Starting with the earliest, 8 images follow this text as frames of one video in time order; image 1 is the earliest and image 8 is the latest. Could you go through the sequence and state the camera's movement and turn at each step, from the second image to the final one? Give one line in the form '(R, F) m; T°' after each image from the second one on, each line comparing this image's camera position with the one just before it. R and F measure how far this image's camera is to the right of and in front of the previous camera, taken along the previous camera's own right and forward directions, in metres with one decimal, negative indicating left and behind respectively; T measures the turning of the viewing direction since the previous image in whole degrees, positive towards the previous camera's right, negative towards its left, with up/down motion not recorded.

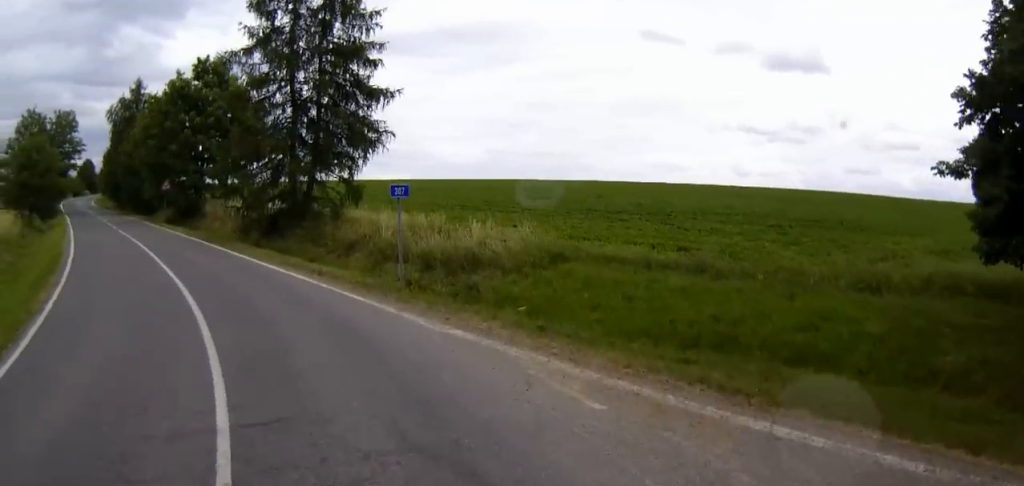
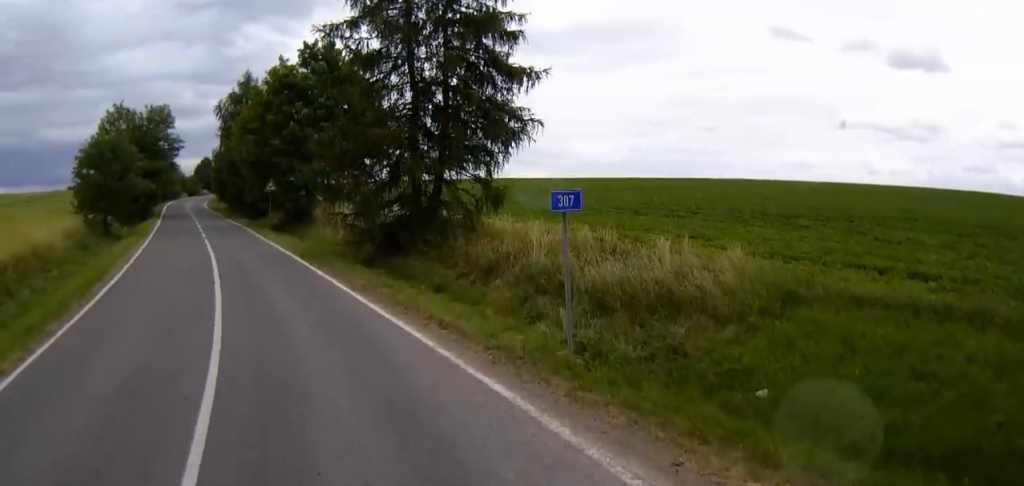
(-0.2, +5.8) m; -16°
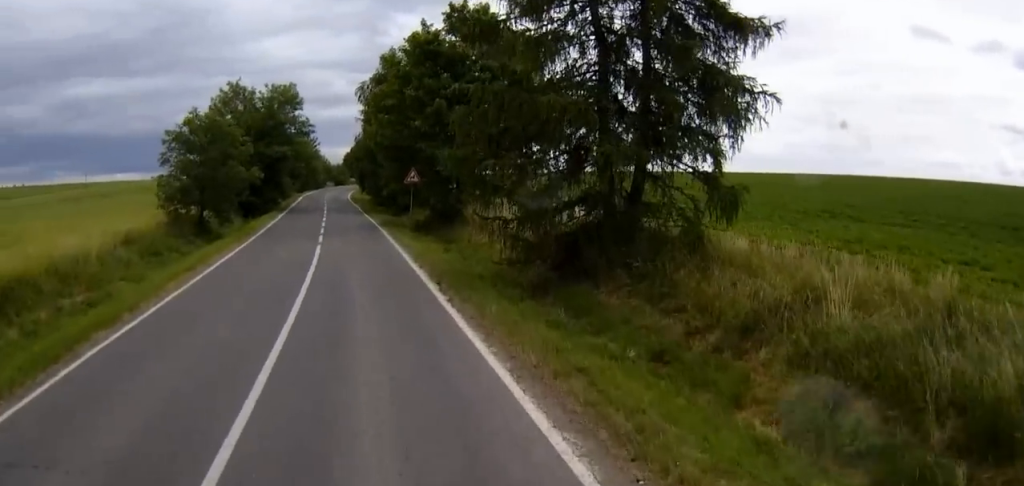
(-1.9, +6.6) m; -18°
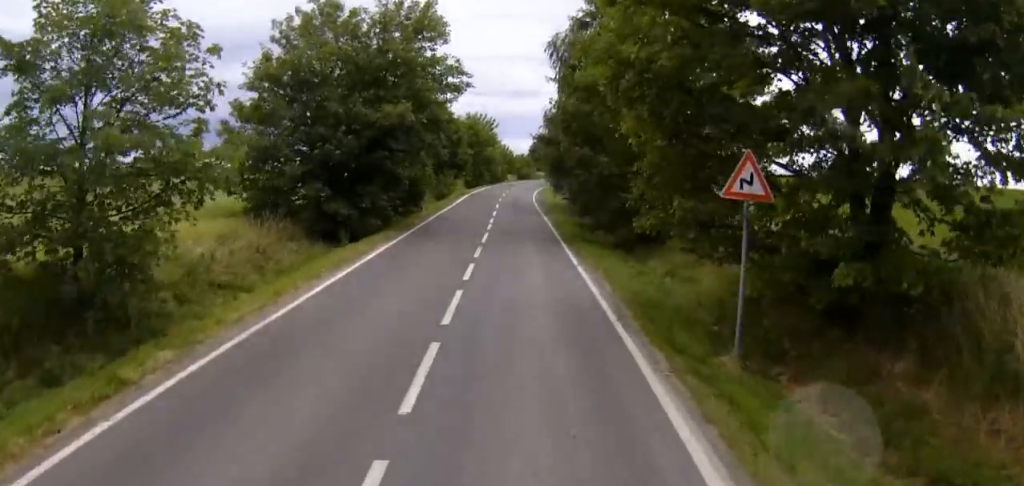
(-0.3, +23.0) m; 0°
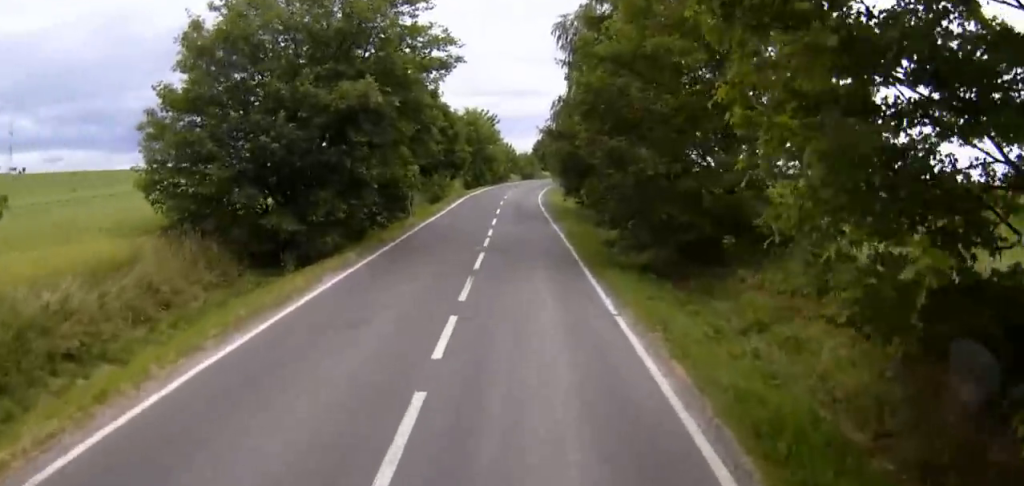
(-0.1, +6.4) m; -1°
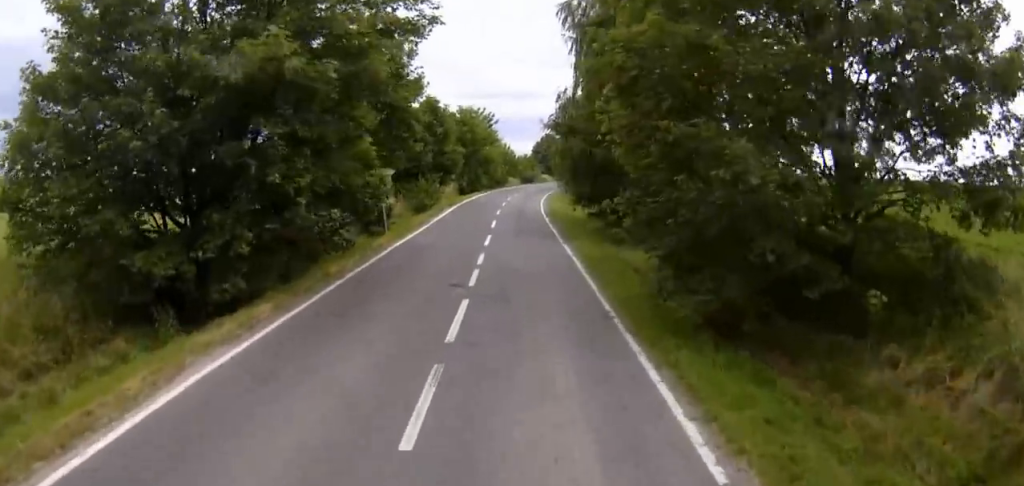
(-0.1, +6.8) m; -1°
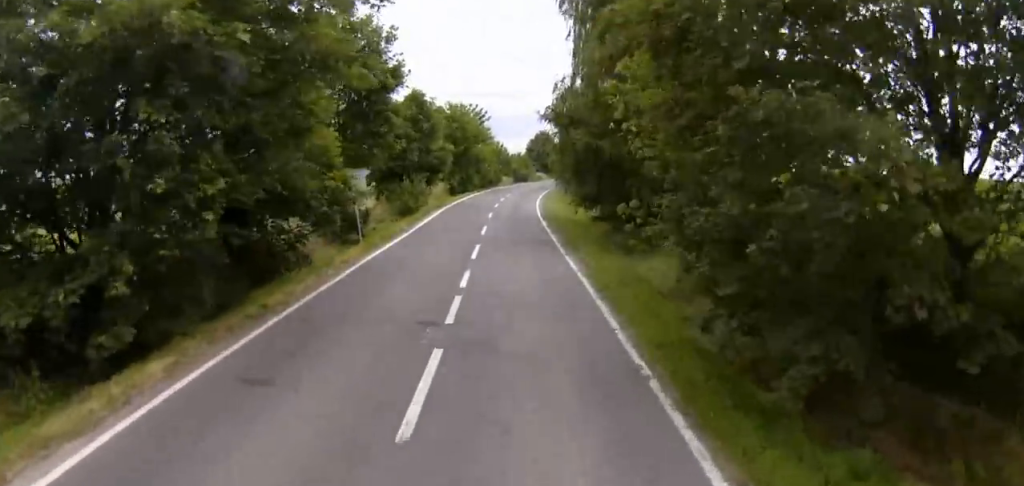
(0.0, +4.0) m; 0°
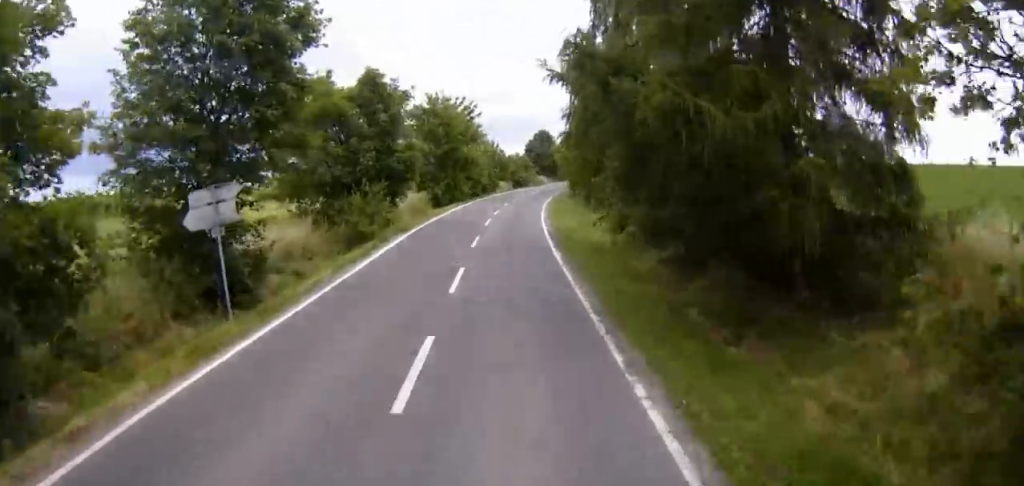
(0.0, +12.3) m; -1°
